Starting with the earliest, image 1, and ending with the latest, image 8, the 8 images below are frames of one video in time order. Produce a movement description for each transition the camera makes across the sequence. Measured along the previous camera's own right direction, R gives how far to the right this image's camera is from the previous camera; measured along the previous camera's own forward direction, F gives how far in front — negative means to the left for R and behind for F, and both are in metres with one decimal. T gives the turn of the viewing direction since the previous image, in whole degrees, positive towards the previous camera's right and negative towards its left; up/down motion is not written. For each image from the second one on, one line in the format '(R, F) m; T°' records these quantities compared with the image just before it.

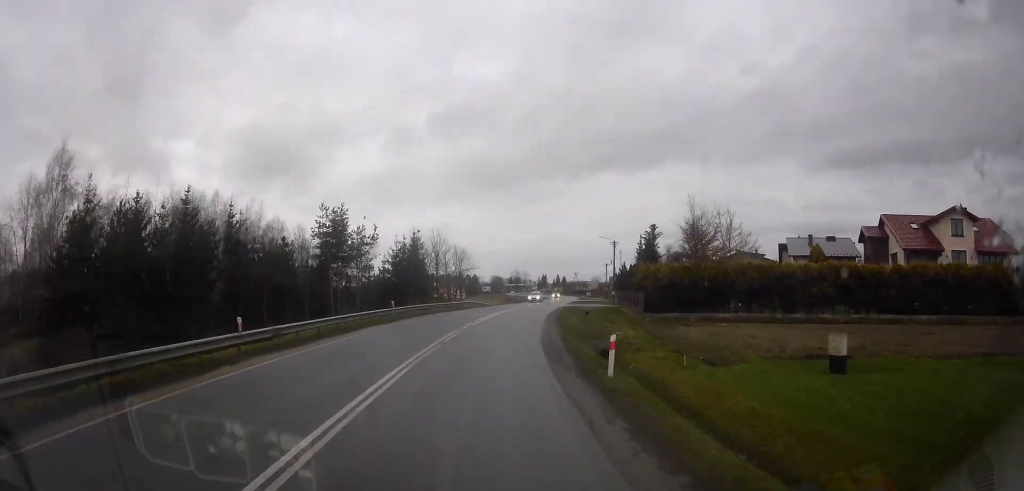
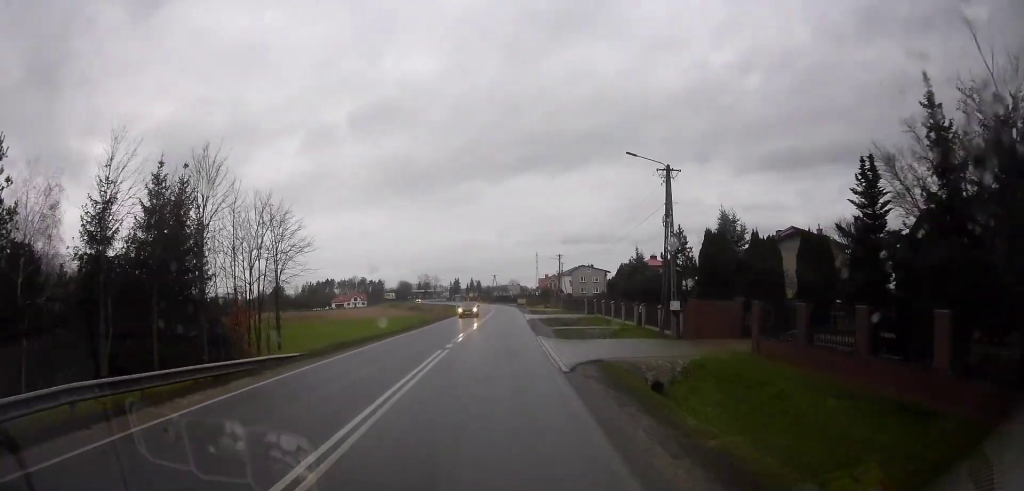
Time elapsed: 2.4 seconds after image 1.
(+1.8, +41.9) m; +6°
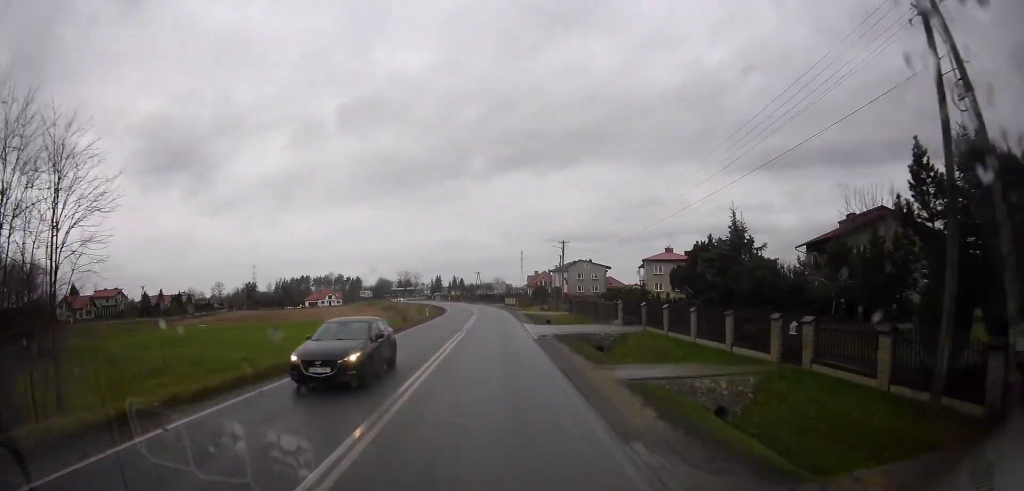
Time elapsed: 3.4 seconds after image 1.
(+0.7, +17.3) m; +5°
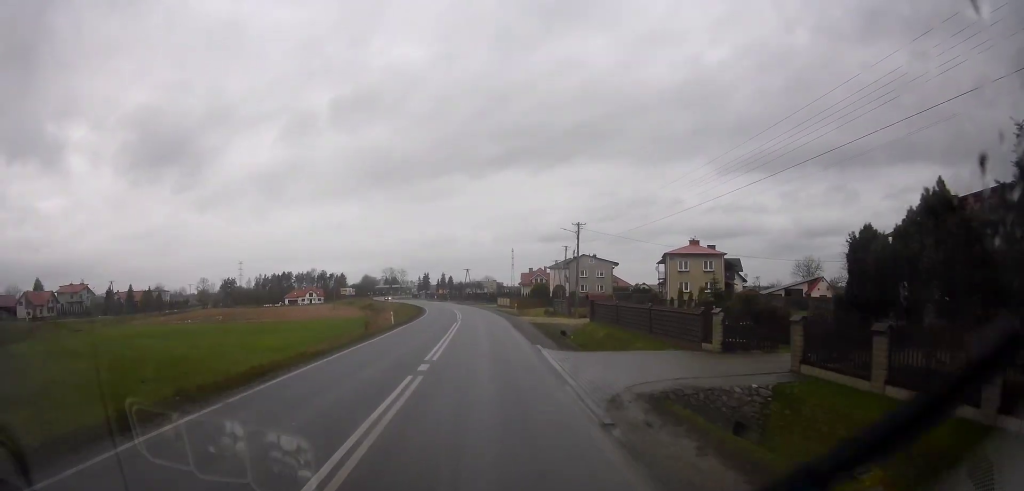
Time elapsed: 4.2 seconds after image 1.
(+0.6, +15.1) m; +3°
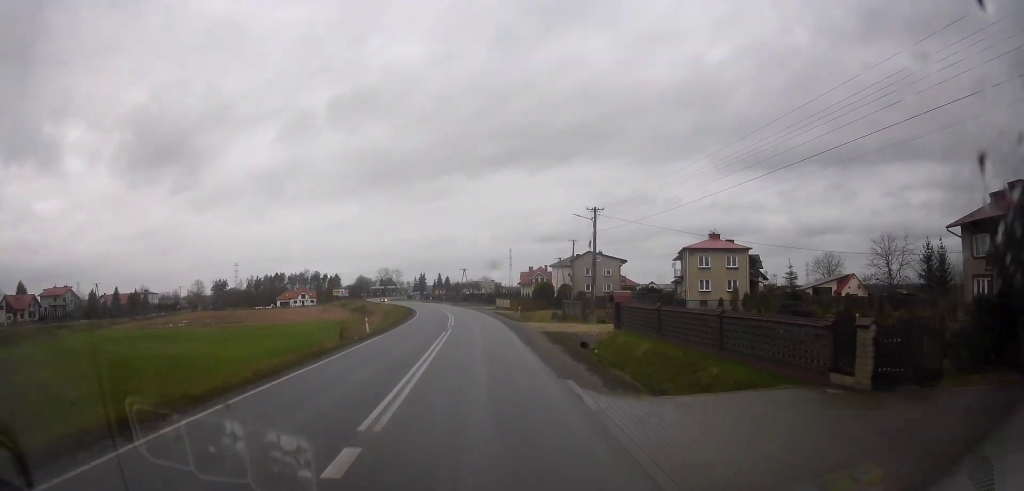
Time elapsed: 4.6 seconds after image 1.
(+0.1, +7.4) m; +1°
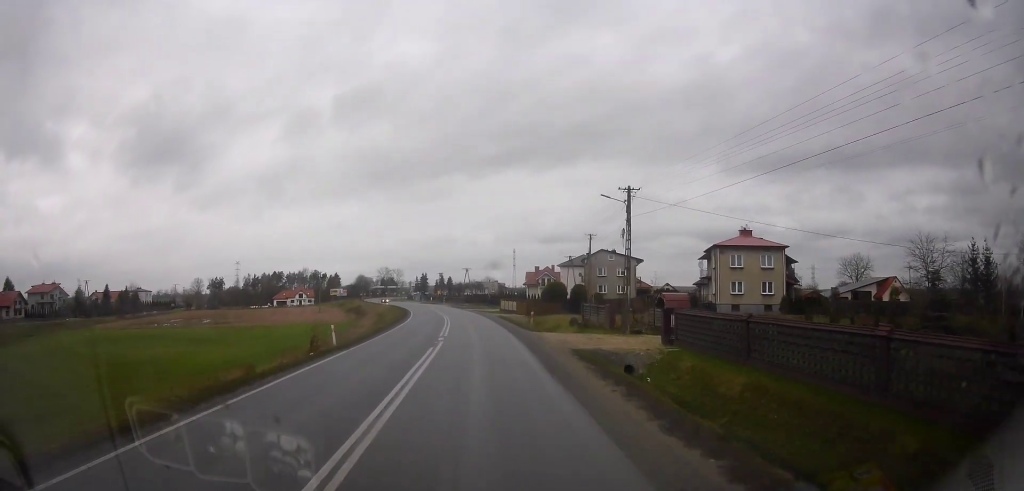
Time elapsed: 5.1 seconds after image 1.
(+0.1, +7.5) m; -1°
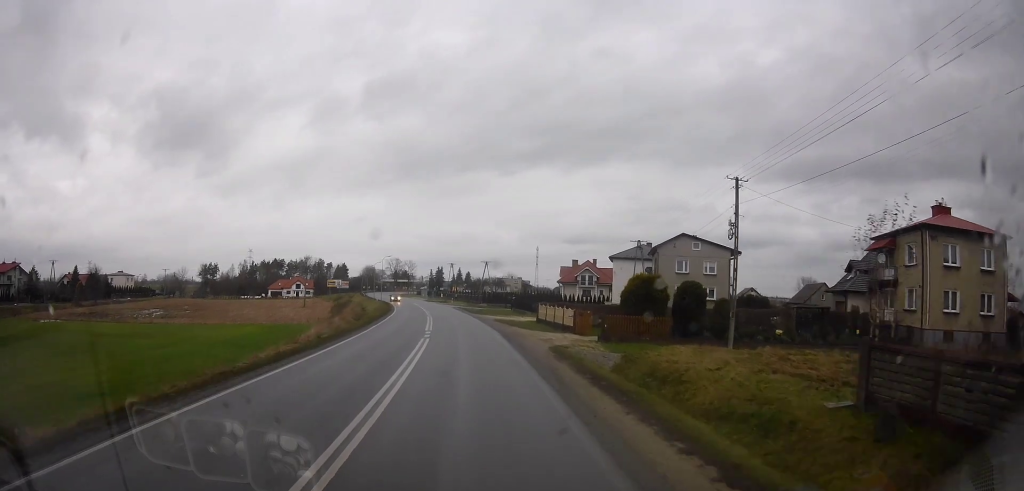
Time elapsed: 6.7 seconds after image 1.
(-1.0, +27.4) m; -2°
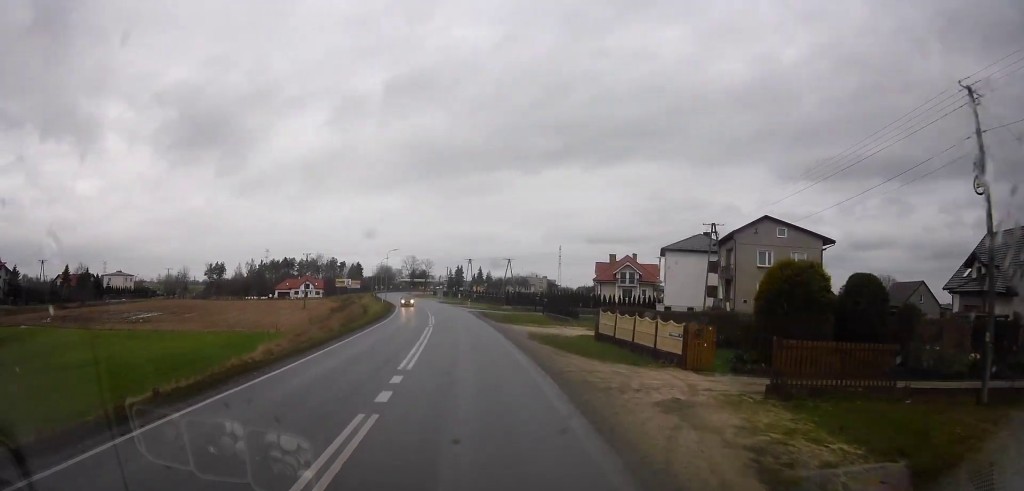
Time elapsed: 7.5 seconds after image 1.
(+0.7, +13.9) m; 0°
